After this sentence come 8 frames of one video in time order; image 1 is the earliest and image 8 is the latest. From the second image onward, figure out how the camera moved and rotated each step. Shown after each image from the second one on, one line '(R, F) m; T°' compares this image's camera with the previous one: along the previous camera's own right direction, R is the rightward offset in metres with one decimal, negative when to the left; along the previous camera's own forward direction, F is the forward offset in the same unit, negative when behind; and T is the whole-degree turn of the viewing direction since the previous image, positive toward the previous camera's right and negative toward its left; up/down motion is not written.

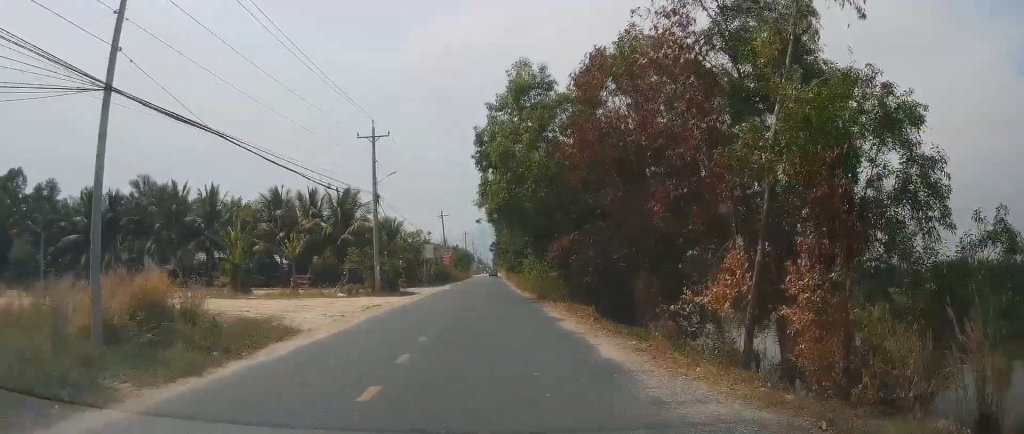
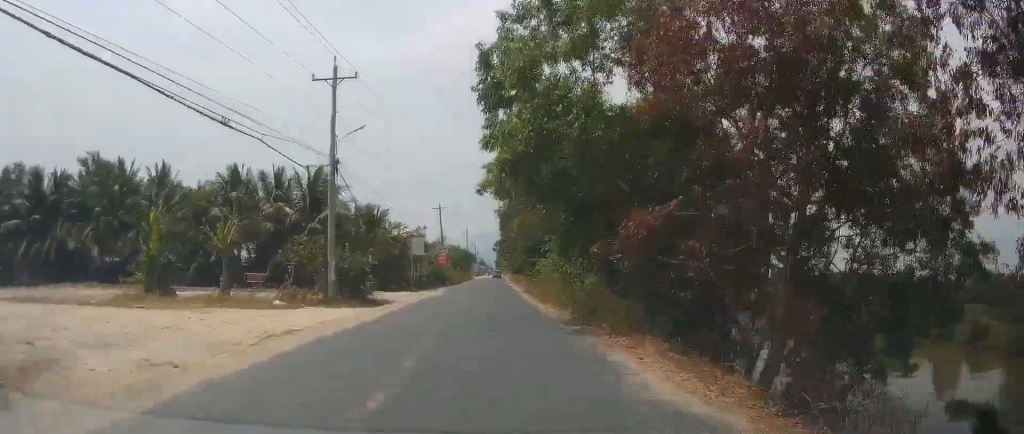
(-0.3, +12.8) m; 0°
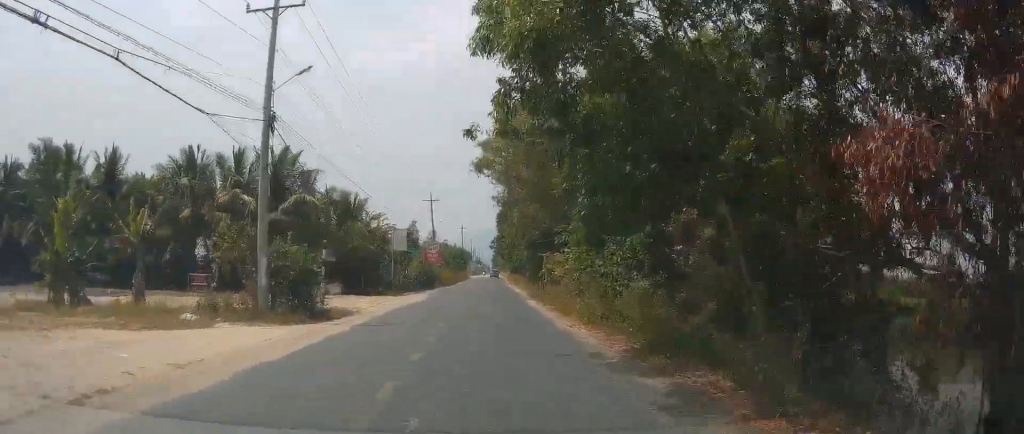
(-0.1, +8.2) m; 0°
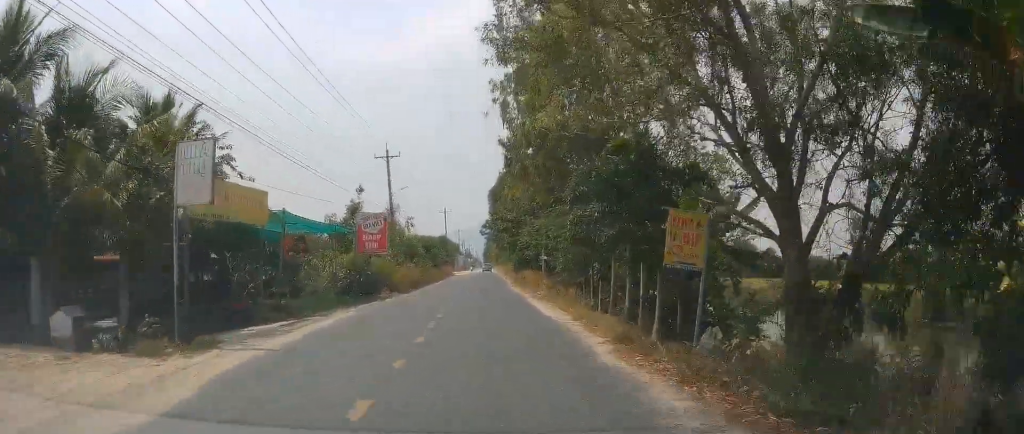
(+0.3, +27.9) m; -1°
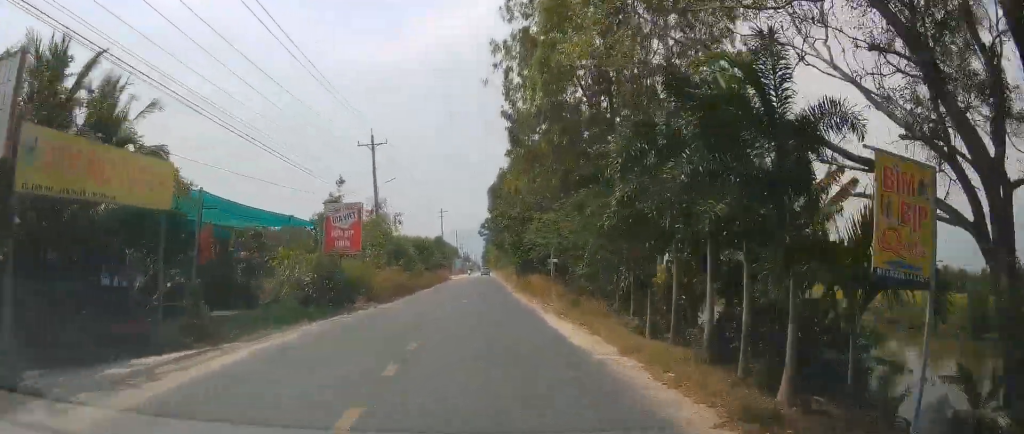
(-0.1, +6.6) m; 0°
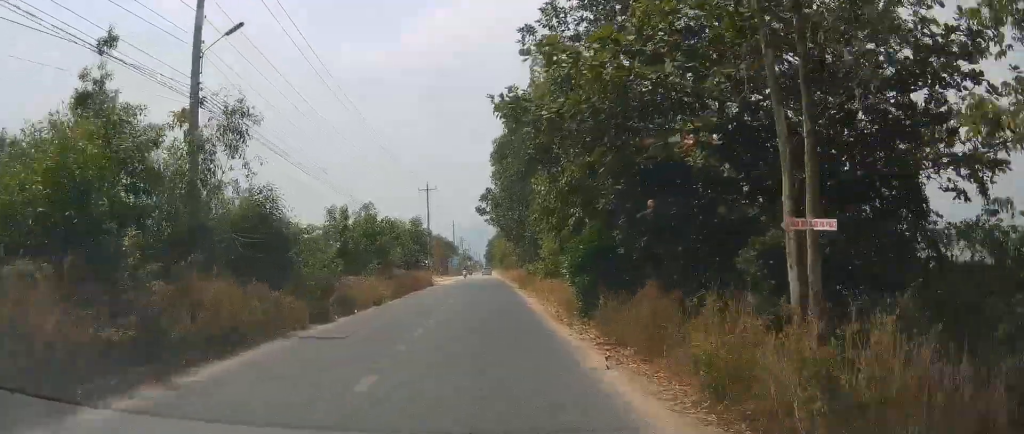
(+0.5, +28.6) m; +3°
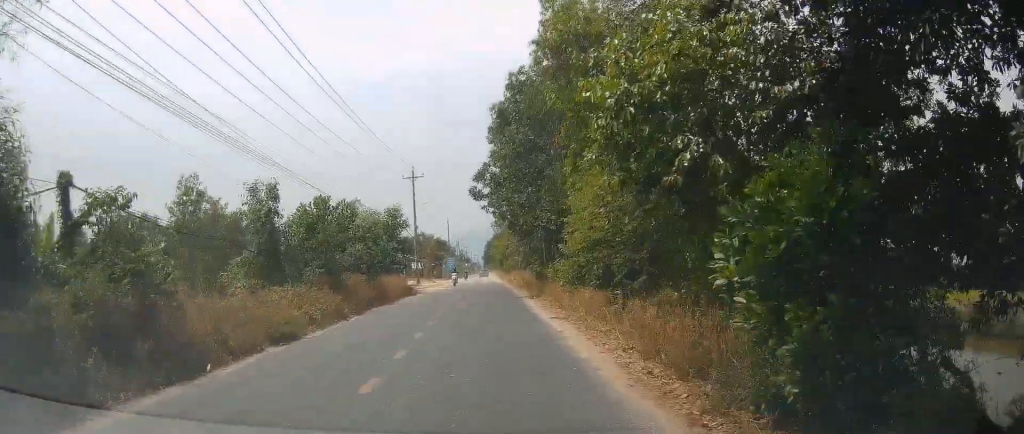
(+0.1, +12.0) m; 0°
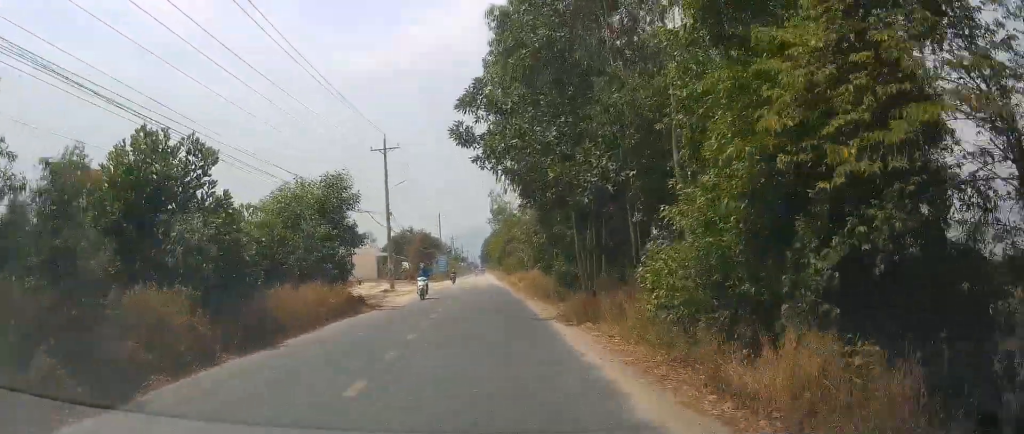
(0.0, +15.8) m; -2°
